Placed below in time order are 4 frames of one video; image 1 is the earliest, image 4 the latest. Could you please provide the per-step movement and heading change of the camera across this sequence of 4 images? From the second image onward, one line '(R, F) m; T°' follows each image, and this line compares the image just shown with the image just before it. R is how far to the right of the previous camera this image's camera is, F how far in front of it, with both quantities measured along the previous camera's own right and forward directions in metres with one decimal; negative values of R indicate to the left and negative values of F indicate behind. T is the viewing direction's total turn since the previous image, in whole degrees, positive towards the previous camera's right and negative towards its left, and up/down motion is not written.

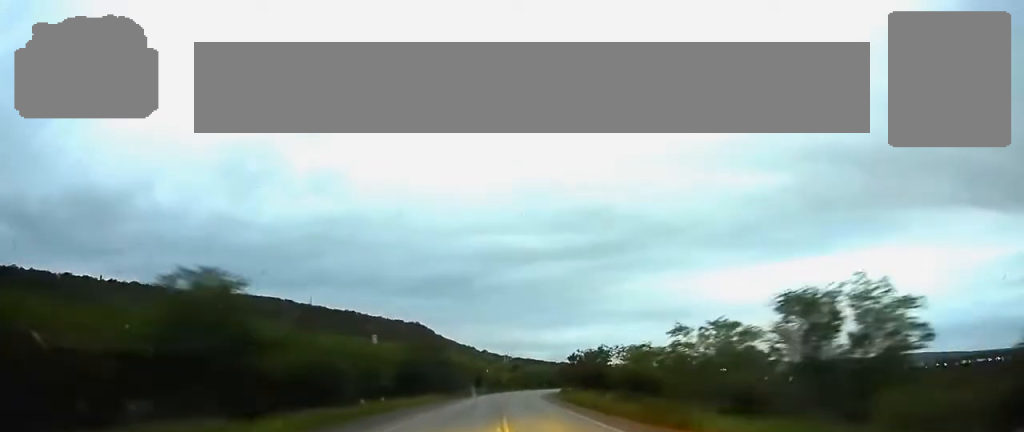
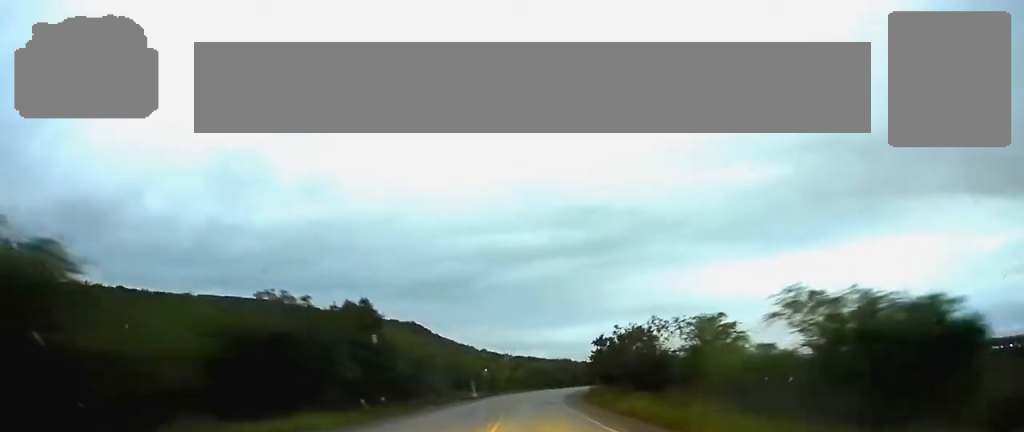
(+0.3, +36.9) m; +1°
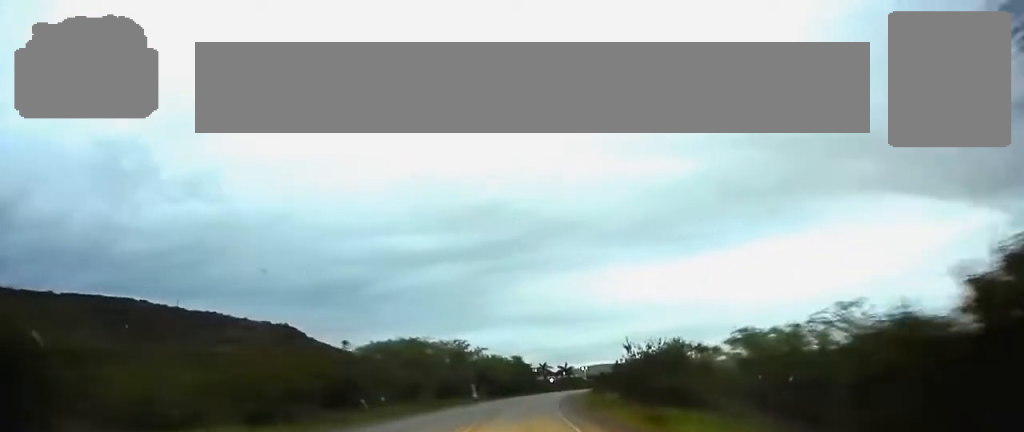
(+7.4, +111.6) m; +9°
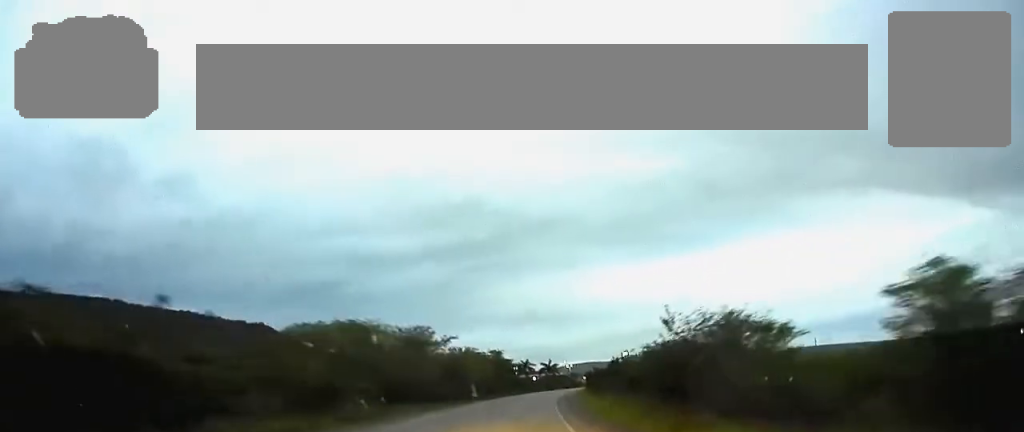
(+0.3, +21.2) m; +1°
